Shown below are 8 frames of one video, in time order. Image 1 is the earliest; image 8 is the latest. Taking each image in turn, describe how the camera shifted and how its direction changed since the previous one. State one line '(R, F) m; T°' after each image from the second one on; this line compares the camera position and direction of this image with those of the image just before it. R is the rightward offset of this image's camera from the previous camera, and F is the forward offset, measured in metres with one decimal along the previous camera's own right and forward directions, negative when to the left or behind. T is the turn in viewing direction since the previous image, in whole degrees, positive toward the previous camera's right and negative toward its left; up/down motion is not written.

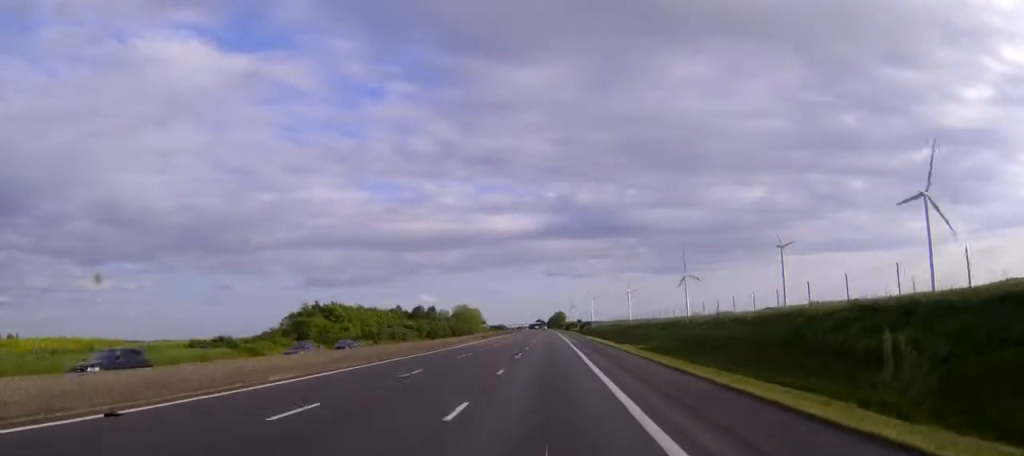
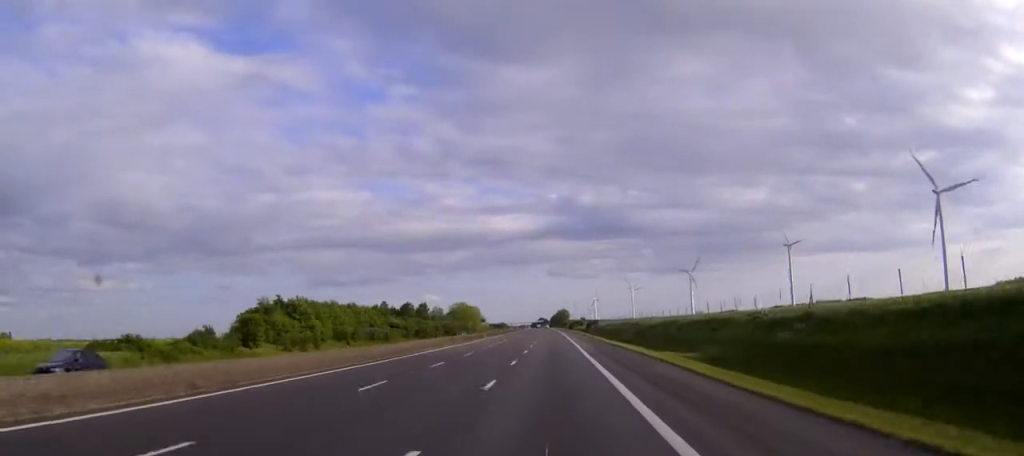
(-0.1, +20.2) m; 0°
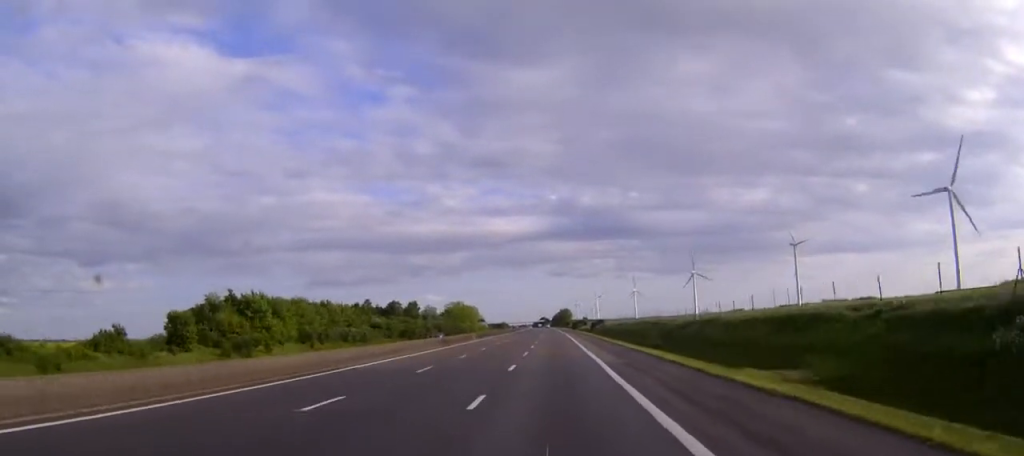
(0.0, +18.3) m; 0°
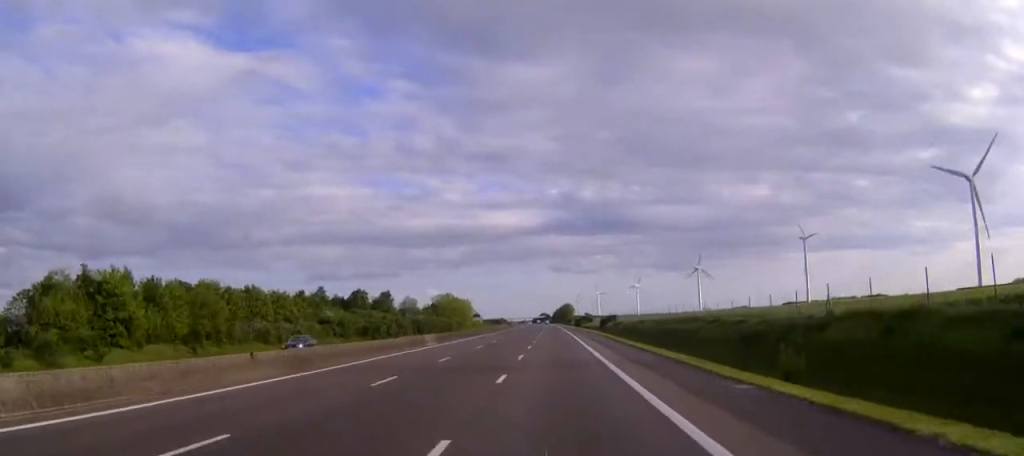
(0.0, +33.6) m; 0°
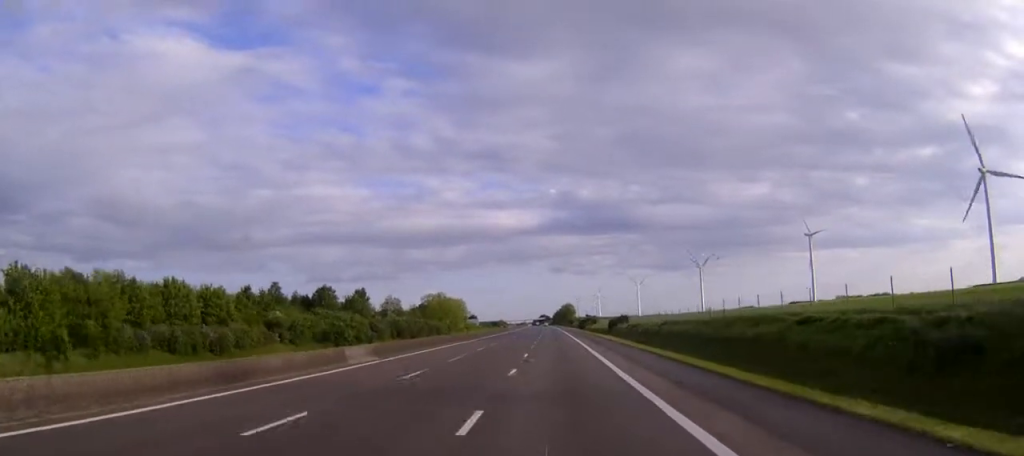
(0.0, +21.9) m; 0°
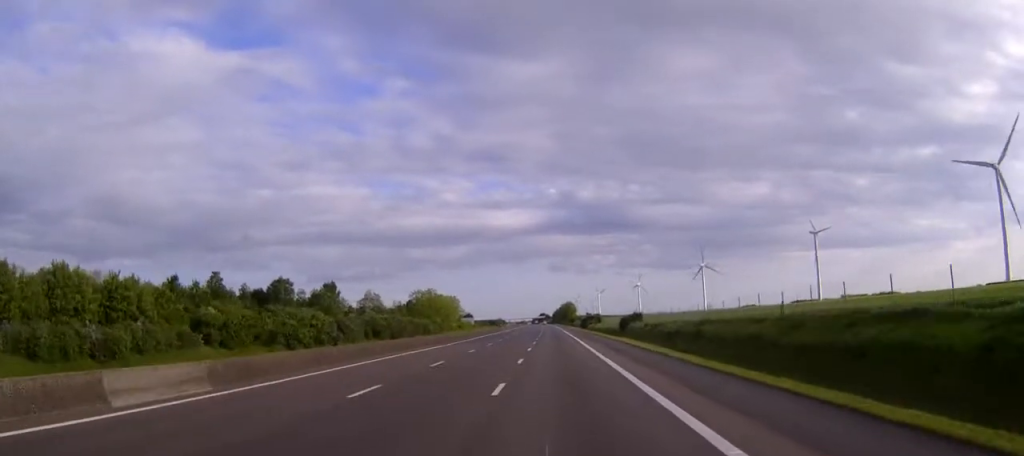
(0.0, +20.0) m; 0°
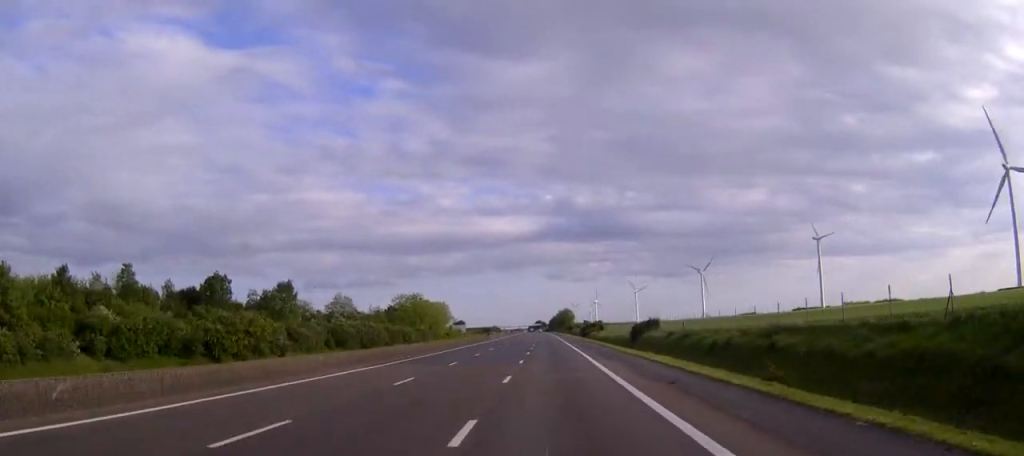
(0.0, +20.0) m; 0°
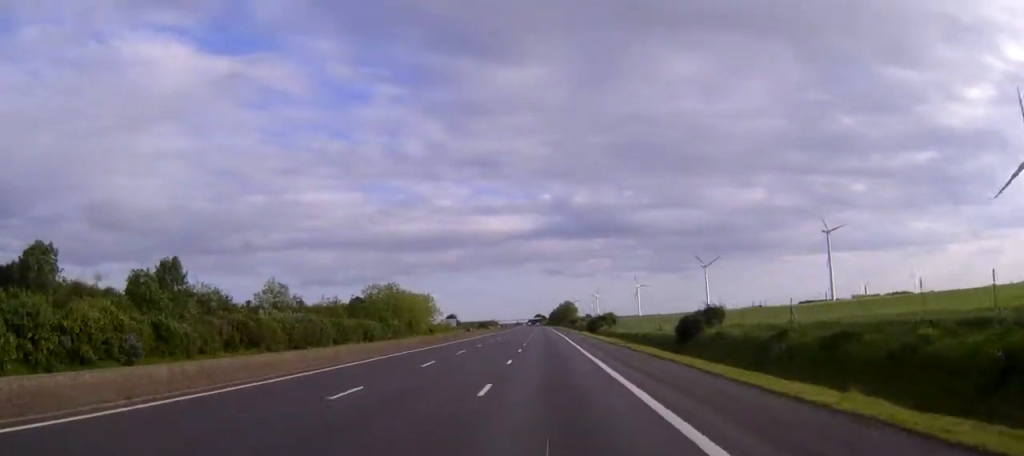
(0.0, +33.3) m; 0°
